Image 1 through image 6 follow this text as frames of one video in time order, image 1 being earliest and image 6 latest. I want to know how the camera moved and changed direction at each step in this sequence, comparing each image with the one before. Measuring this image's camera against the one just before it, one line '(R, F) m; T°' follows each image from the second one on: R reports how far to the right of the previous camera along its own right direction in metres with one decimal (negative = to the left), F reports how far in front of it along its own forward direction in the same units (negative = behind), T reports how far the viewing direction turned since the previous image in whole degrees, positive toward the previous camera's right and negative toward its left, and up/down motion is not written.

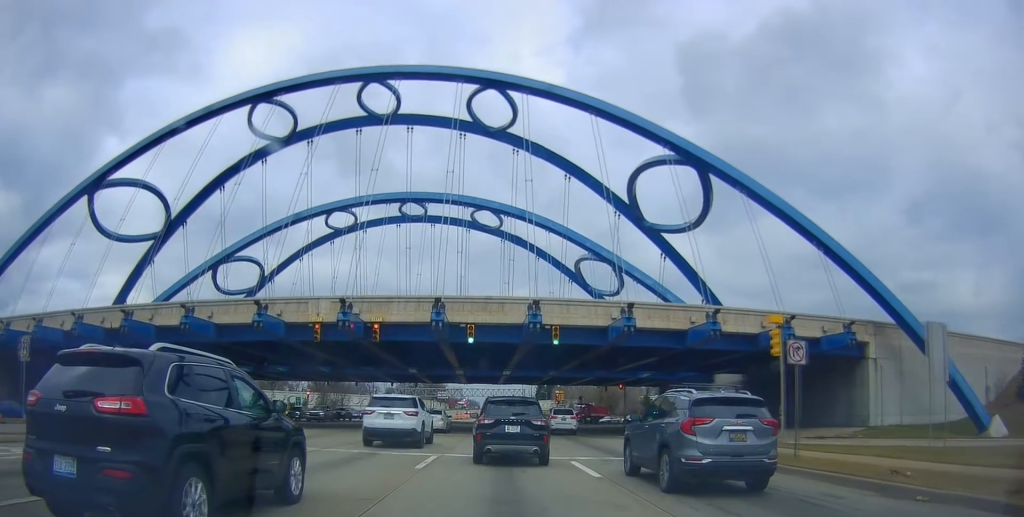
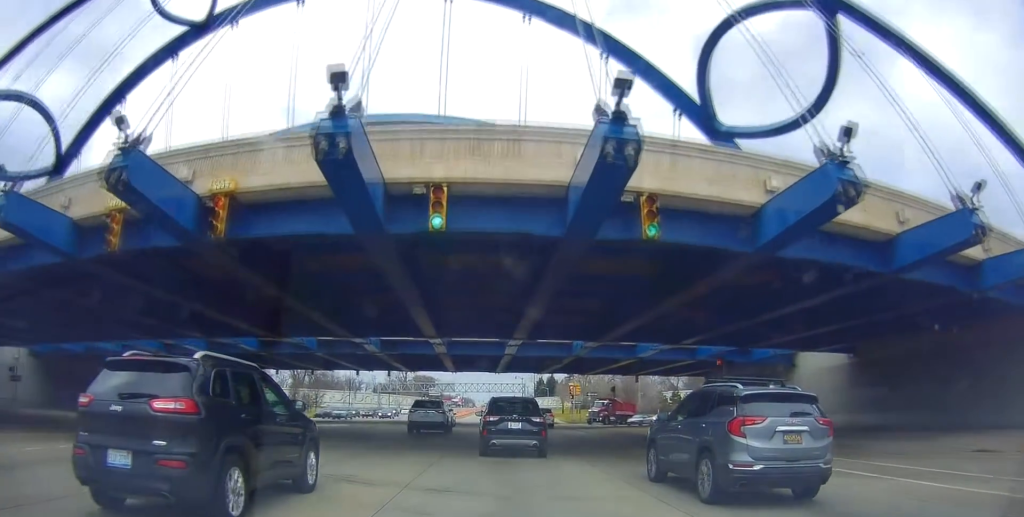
(0.0, +21.7) m; -4°
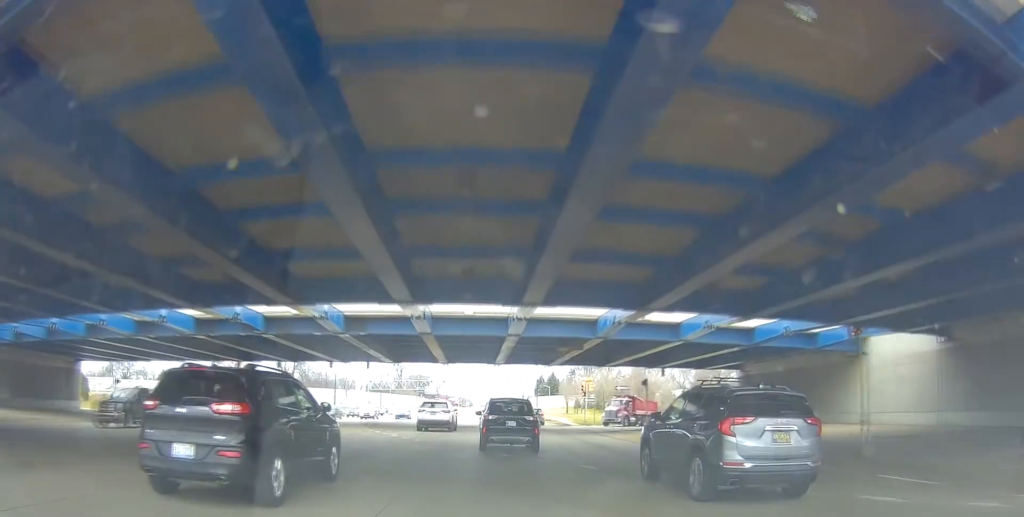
(-0.8, +11.1) m; -1°
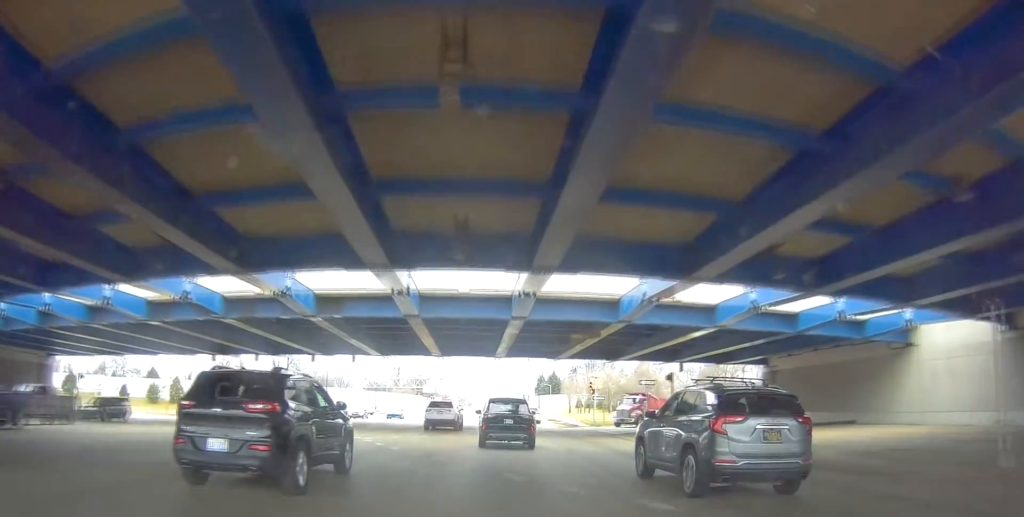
(+0.4, +5.7) m; +2°
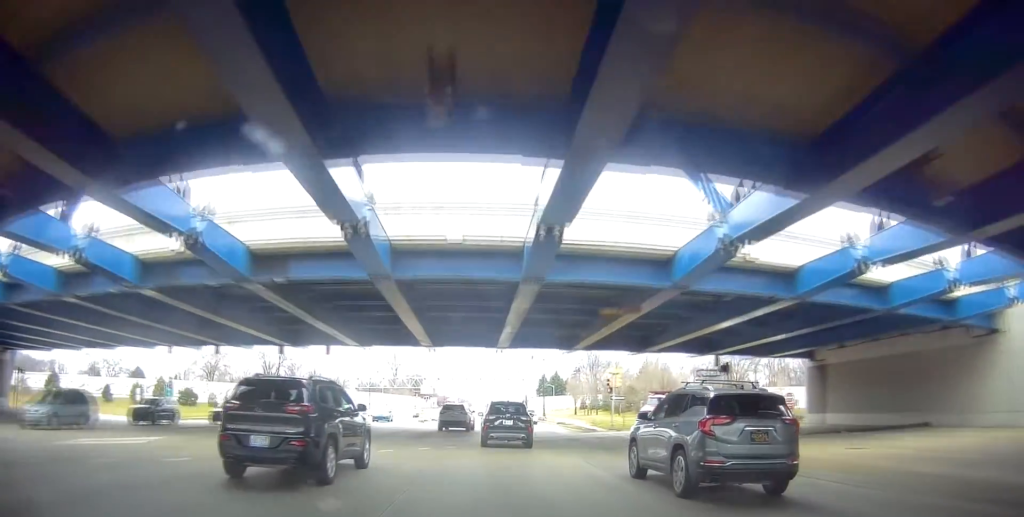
(+0.3, +7.9) m; +1°
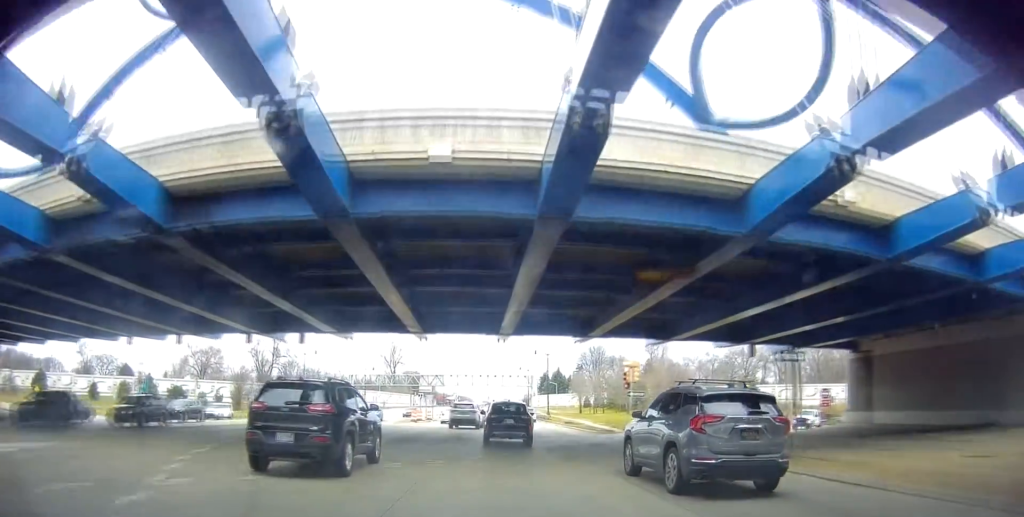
(0.0, +5.7) m; -2°
